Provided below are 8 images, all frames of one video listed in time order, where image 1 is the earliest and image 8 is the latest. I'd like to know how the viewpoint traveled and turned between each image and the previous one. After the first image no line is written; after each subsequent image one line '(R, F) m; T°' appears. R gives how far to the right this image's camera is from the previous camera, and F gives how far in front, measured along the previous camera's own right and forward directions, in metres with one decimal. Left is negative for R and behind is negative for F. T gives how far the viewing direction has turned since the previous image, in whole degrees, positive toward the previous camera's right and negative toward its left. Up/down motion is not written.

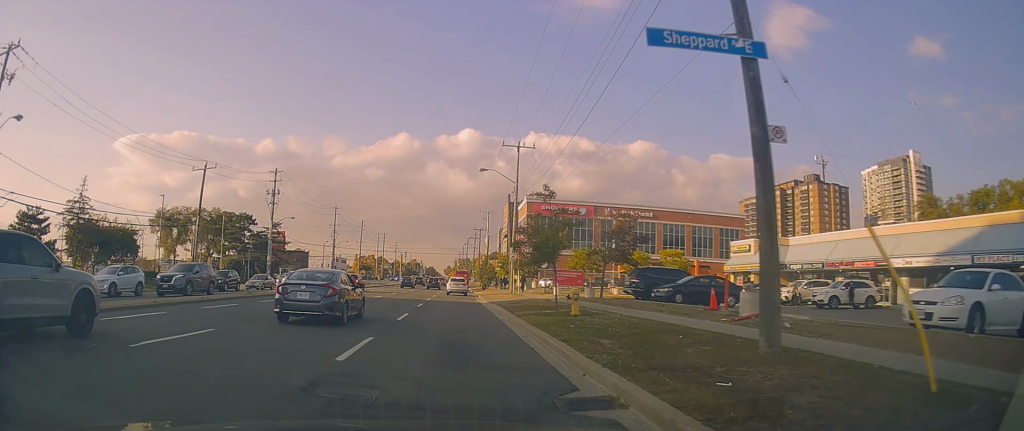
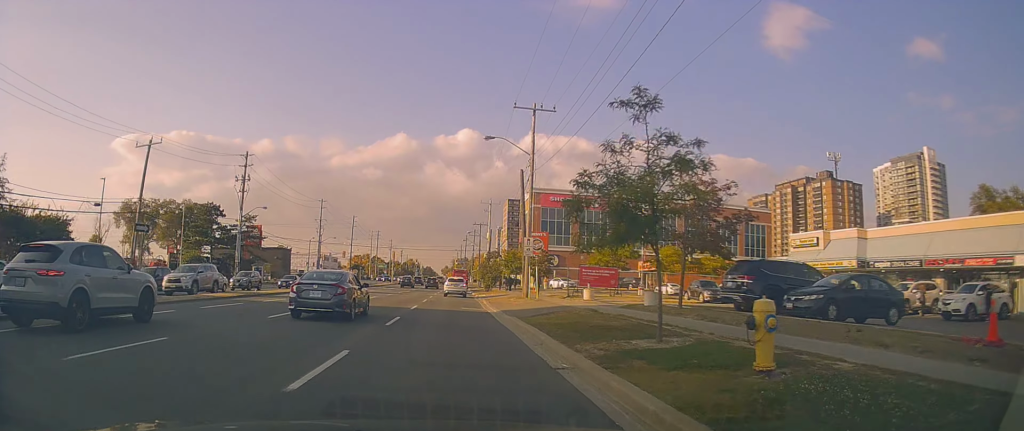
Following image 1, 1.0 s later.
(-0.3, +11.1) m; -1°
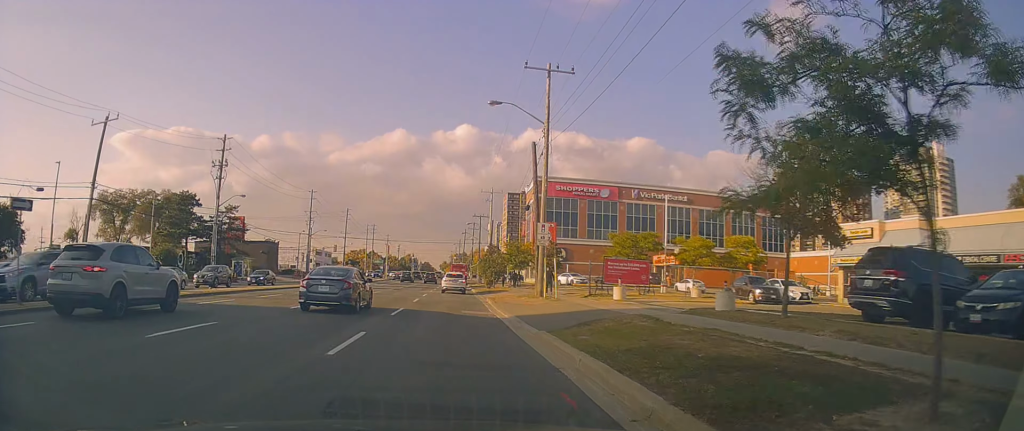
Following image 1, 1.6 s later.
(0.0, +6.6) m; +1°
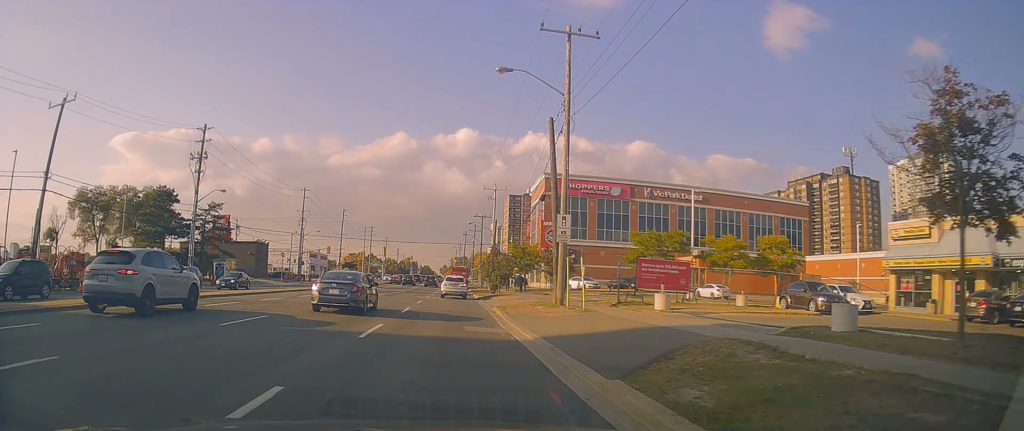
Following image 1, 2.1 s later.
(0.0, +5.6) m; +1°
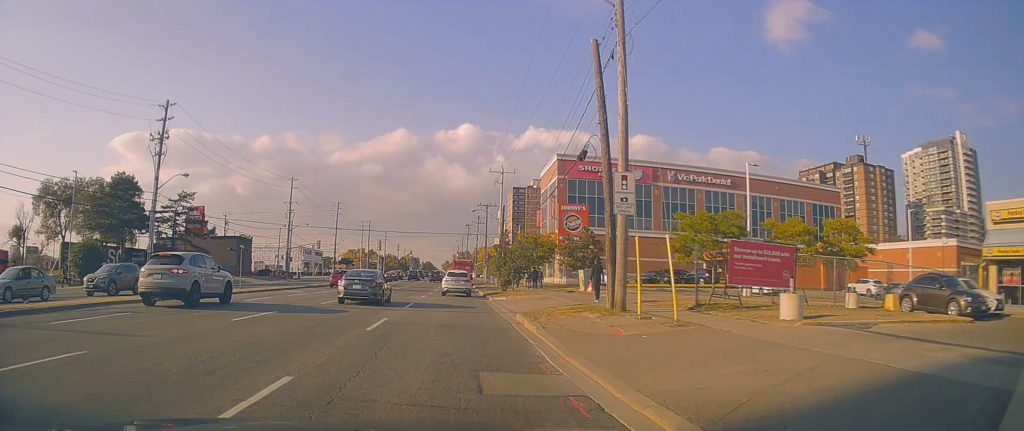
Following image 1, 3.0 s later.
(+0.3, +8.7) m; +1°
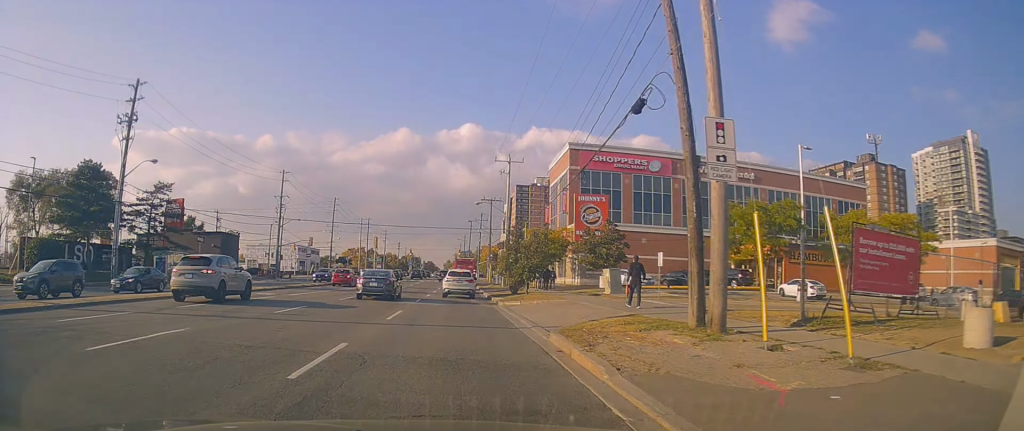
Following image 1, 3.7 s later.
(-0.1, +6.0) m; -2°
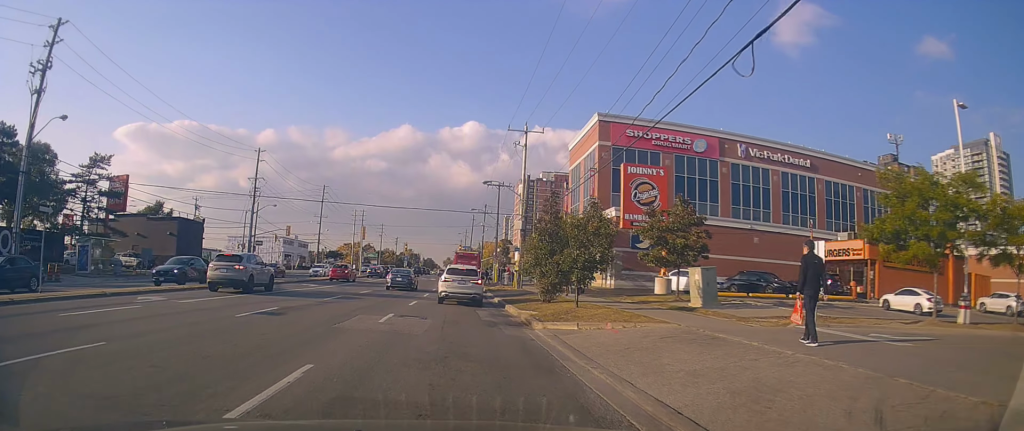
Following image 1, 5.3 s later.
(-0.1, +12.1) m; +2°
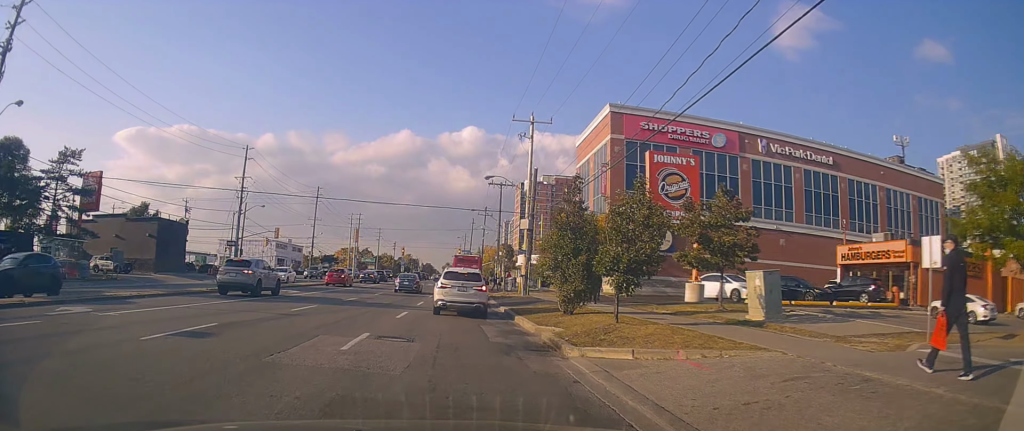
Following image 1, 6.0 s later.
(+0.2, +4.5) m; +2°
